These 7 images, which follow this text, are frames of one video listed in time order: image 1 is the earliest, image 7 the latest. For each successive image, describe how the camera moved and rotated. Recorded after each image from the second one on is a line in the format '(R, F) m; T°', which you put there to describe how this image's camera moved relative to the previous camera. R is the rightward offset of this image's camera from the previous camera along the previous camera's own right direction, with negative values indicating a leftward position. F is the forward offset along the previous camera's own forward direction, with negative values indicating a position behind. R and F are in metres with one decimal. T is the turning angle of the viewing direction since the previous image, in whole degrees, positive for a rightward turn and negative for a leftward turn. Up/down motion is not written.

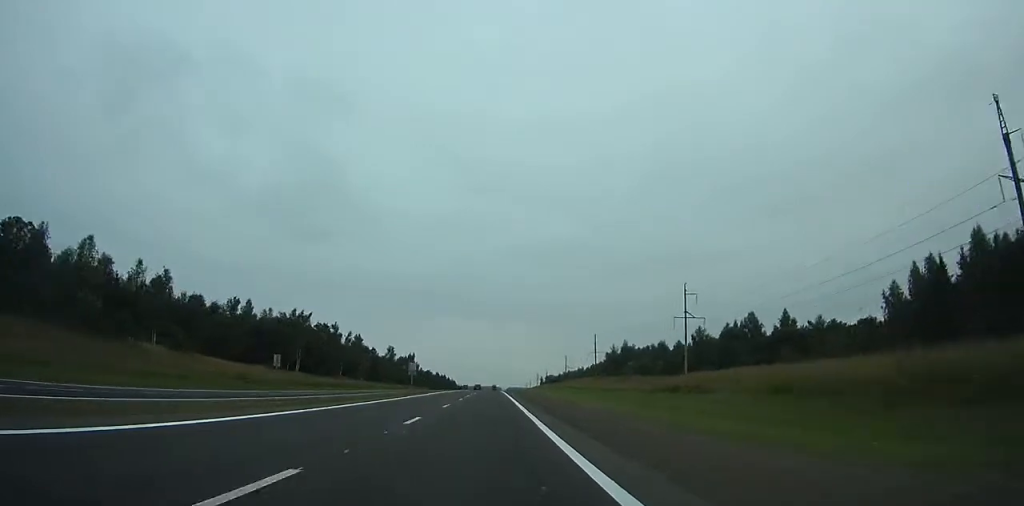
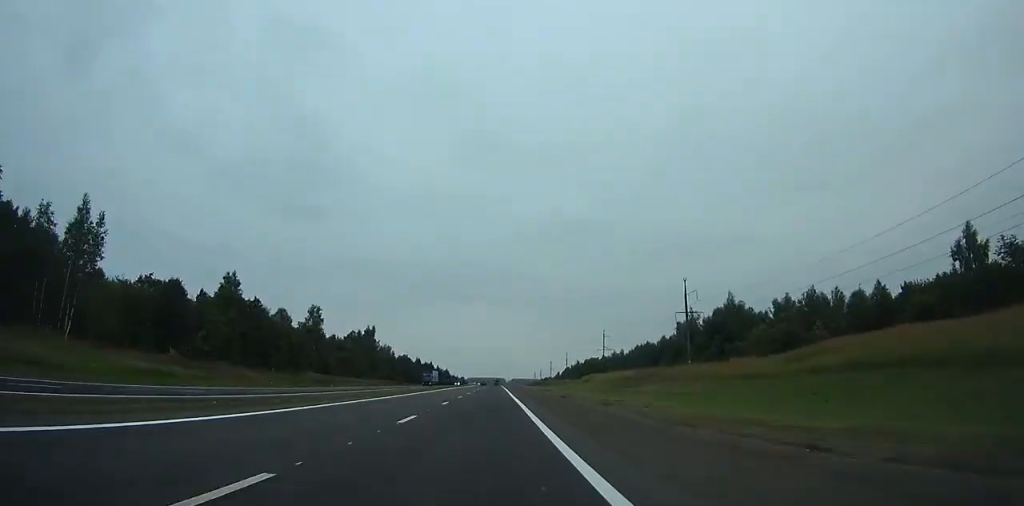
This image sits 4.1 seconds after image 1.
(-0.7, +119.8) m; -1°
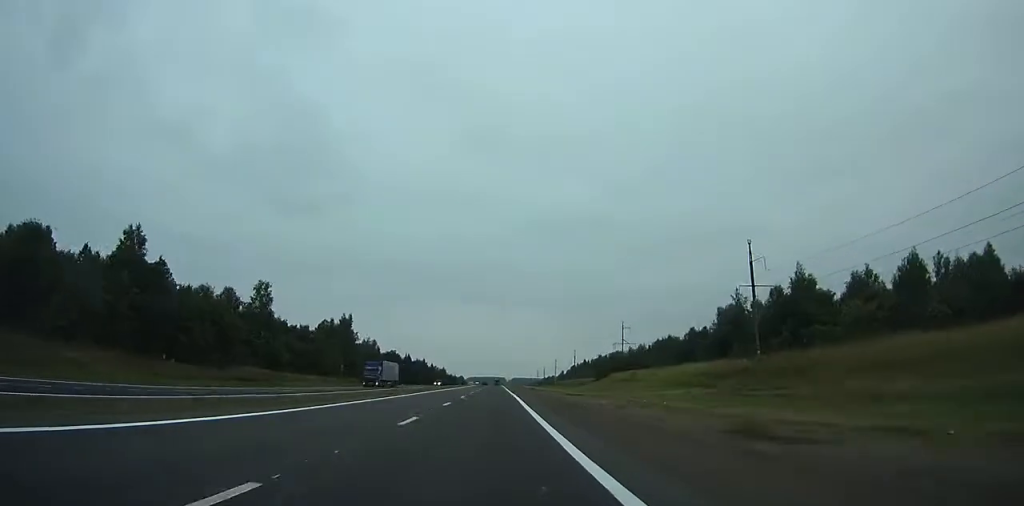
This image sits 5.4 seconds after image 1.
(-0.2, +37.8) m; 0°
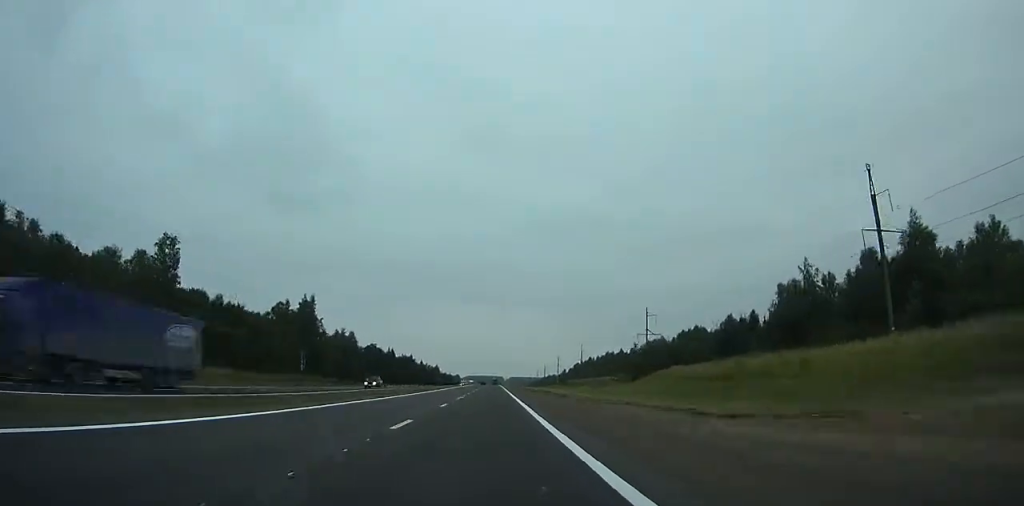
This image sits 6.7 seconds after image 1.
(0.0, +37.5) m; 0°
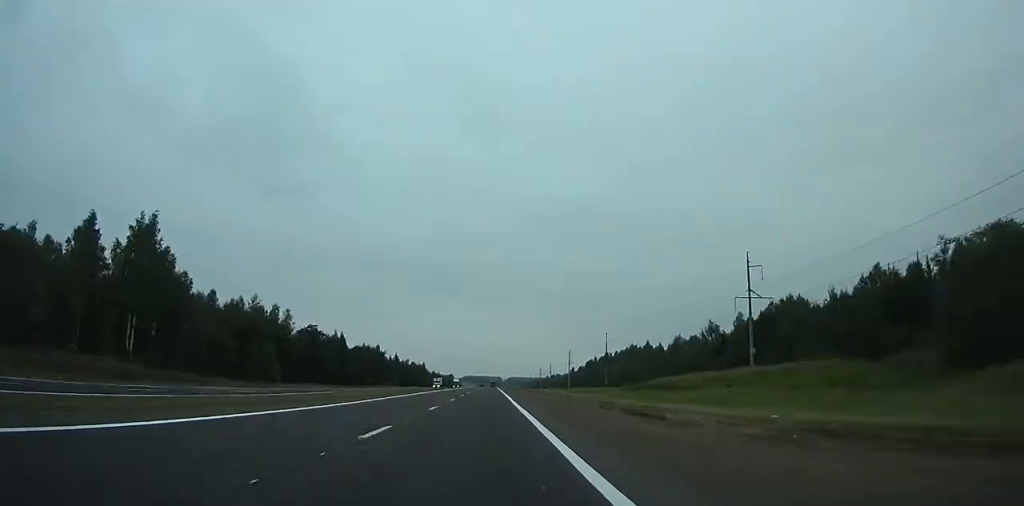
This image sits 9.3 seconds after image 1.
(+0.1, +74.7) m; 0°
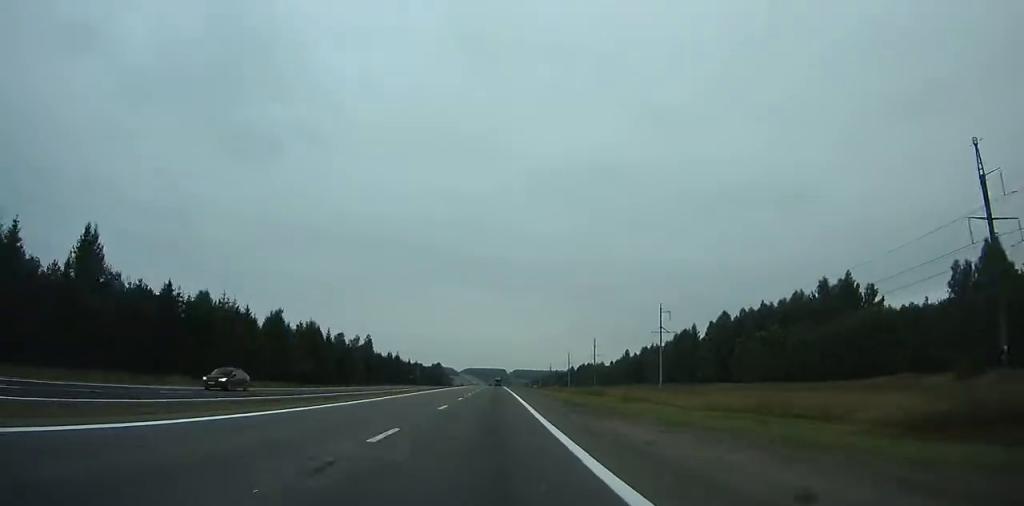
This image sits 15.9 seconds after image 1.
(-0.6, +187.5) m; 0°
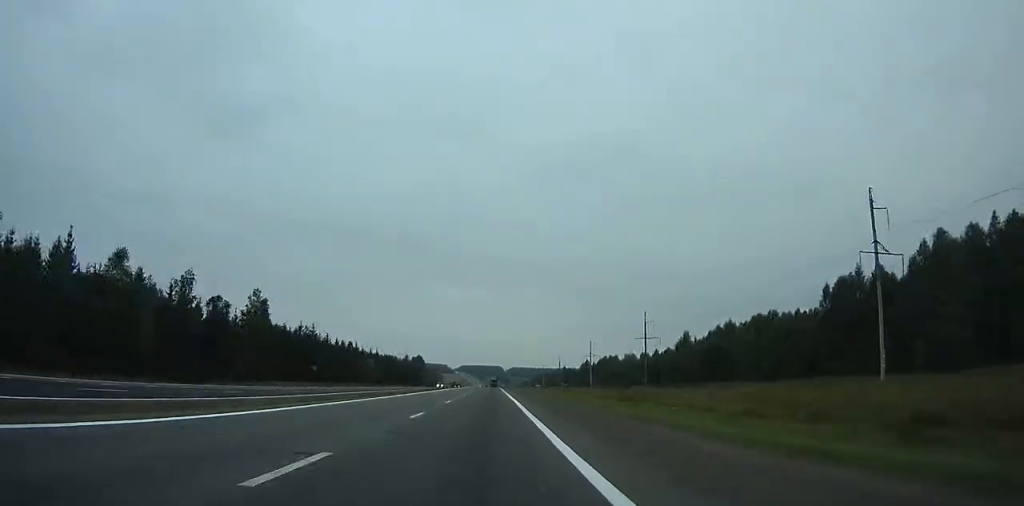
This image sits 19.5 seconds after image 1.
(+0.1, +100.9) m; 0°
